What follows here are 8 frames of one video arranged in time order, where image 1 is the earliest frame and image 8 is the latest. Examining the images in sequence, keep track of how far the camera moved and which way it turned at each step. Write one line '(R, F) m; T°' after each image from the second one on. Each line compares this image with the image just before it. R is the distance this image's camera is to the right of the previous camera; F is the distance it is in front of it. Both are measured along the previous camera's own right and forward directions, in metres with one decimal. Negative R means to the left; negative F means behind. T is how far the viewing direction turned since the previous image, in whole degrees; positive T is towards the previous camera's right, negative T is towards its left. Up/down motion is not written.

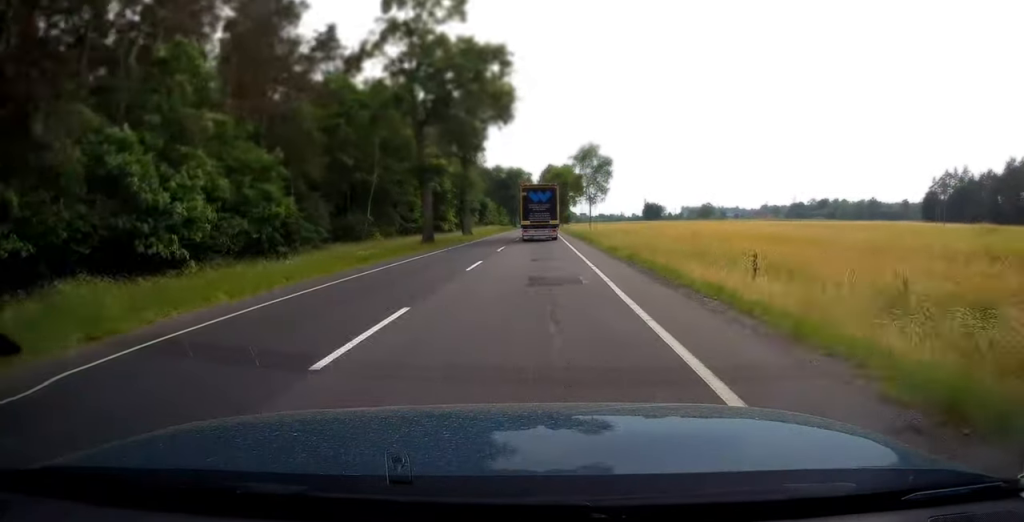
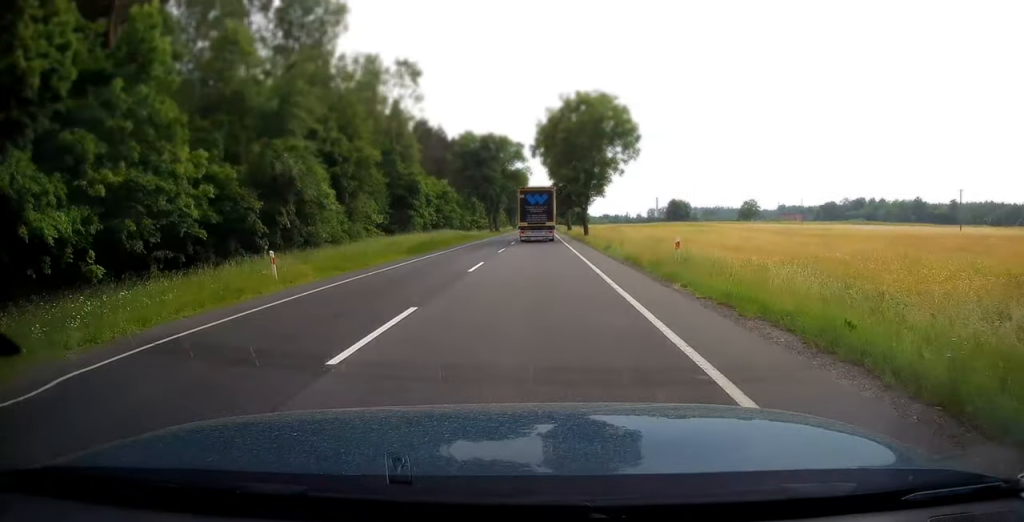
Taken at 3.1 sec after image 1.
(+0.5, +70.7) m; +1°
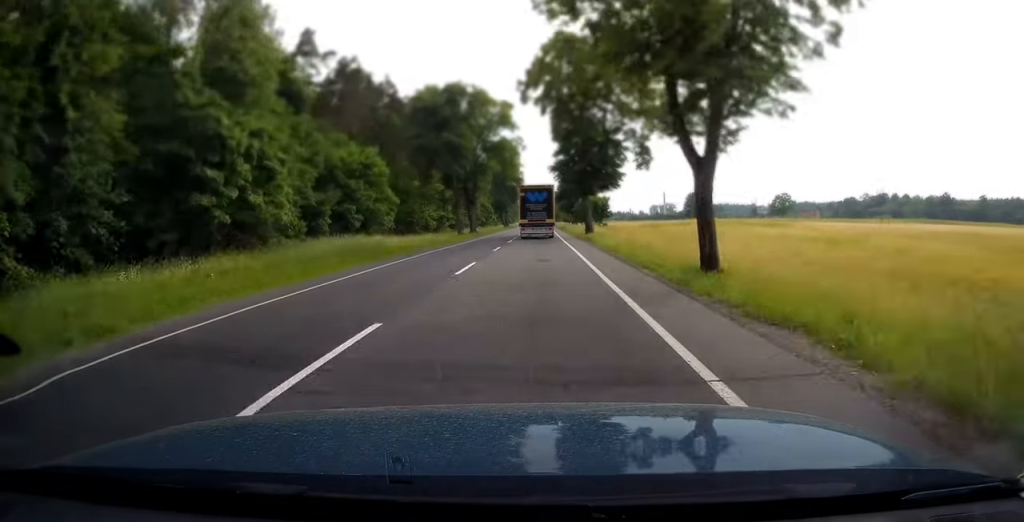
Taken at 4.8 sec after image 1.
(+0.1, +37.3) m; 0°
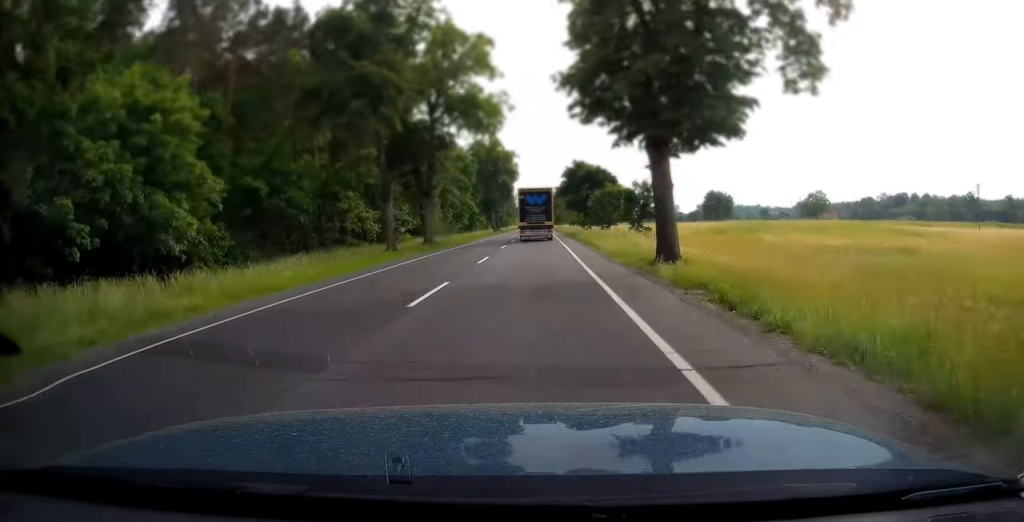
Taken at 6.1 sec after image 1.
(+0.2, +29.0) m; 0°
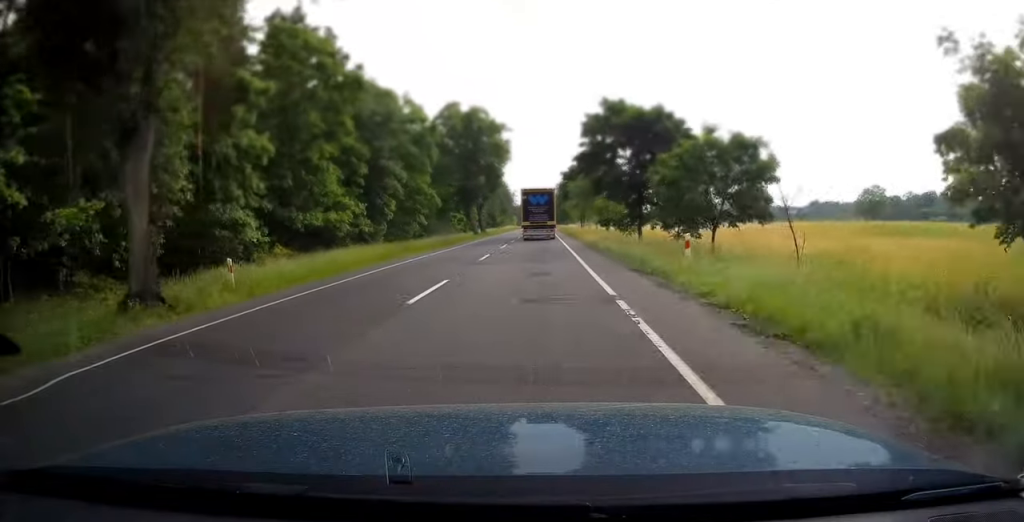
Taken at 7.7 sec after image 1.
(-0.3, +35.0) m; 0°
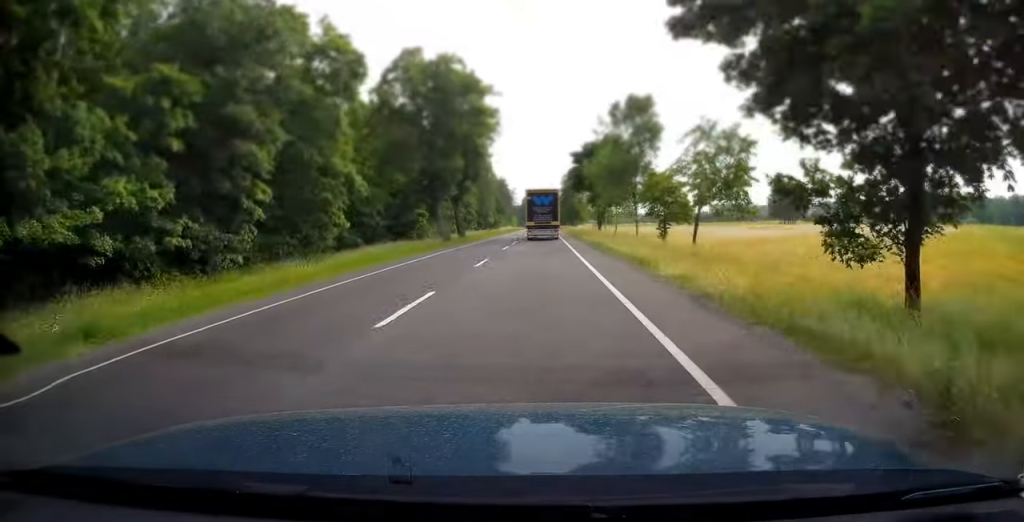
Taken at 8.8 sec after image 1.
(0.0, +26.1) m; 0°
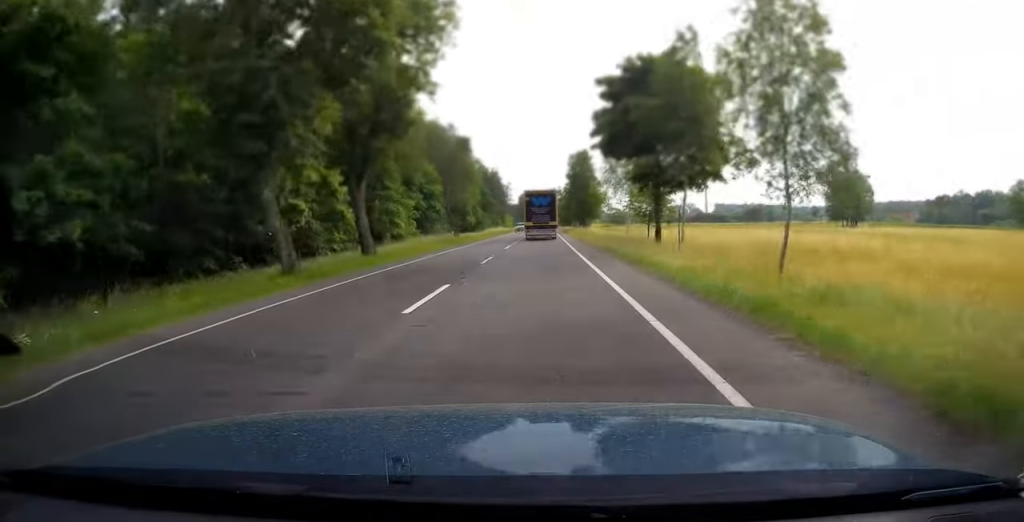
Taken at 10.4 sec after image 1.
(0.0, +34.3) m; 0°
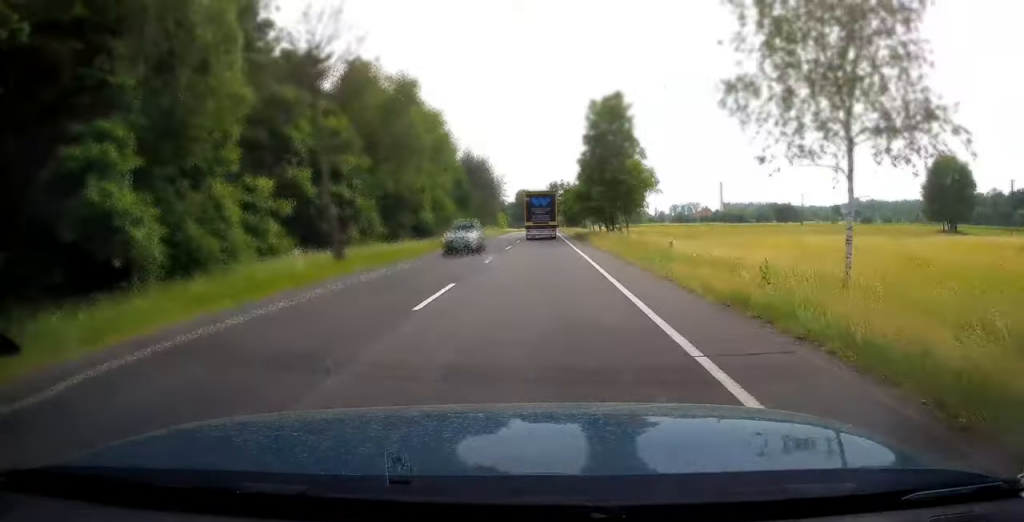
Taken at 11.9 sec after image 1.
(0.0, +35.0) m; 0°
